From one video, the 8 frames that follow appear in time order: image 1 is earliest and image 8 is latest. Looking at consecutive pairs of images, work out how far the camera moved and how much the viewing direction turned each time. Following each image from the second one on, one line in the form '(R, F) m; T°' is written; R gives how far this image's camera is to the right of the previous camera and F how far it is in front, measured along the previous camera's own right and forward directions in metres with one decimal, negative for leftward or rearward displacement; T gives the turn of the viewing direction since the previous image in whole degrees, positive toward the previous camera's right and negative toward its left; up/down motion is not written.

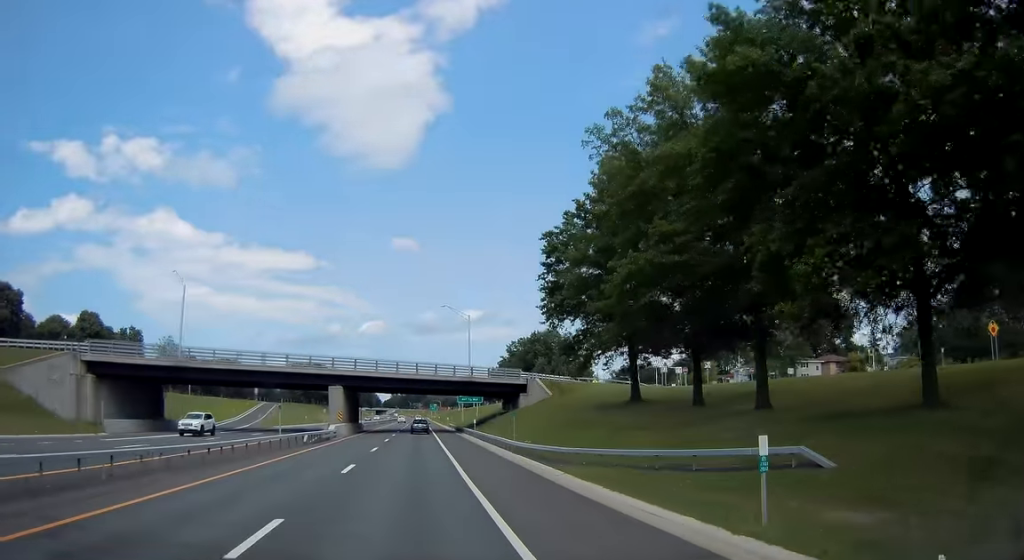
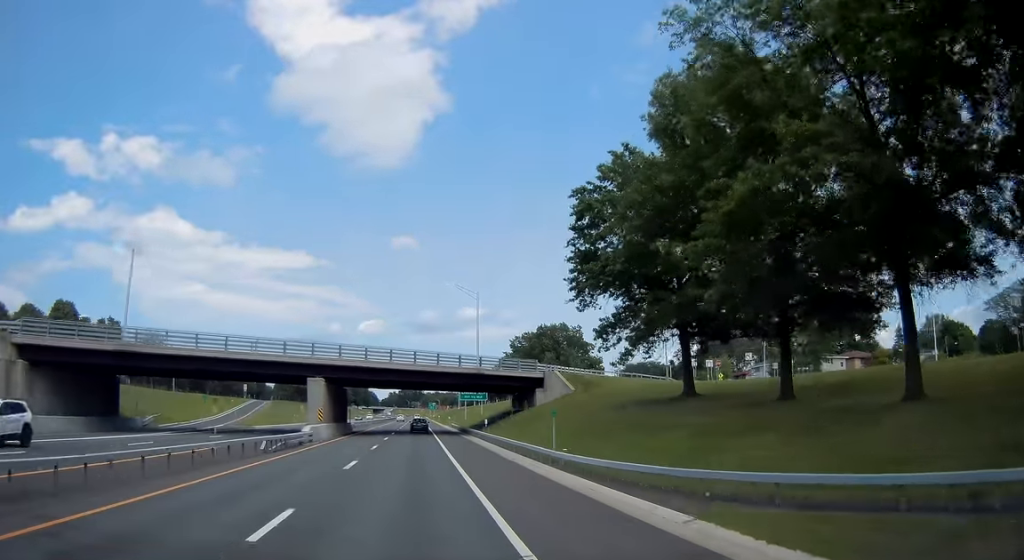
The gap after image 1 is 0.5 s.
(-0.3, +11.3) m; 0°
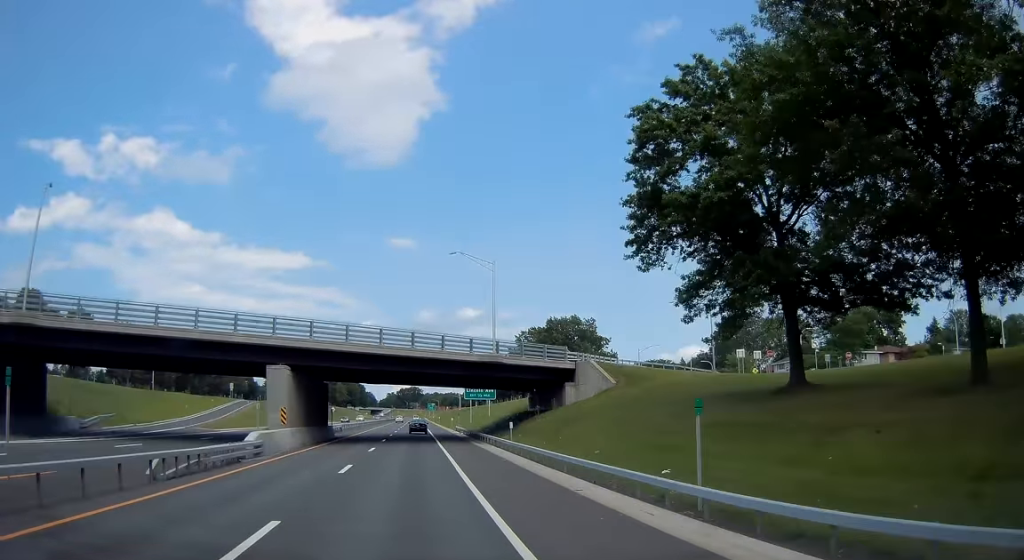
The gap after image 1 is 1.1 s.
(+0.3, +13.5) m; 0°
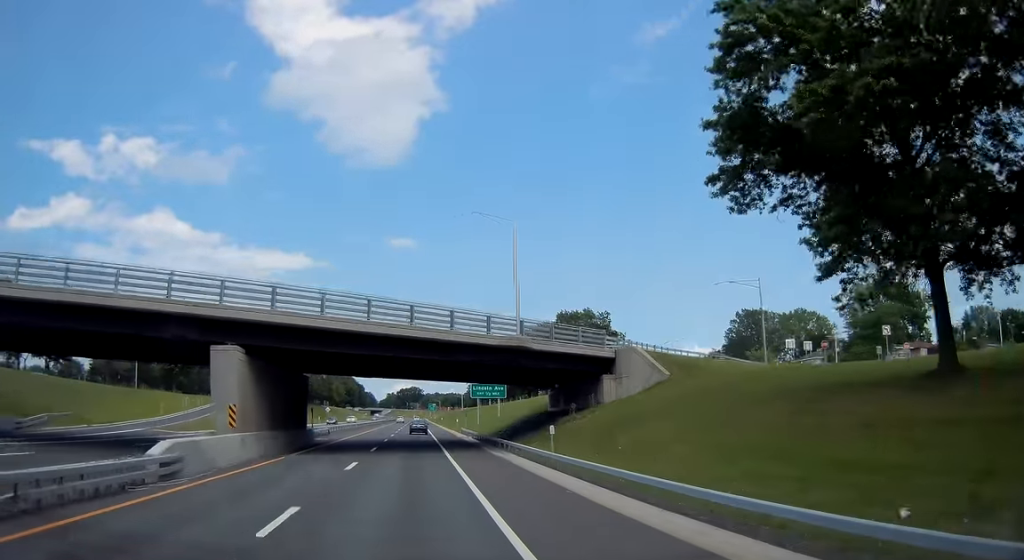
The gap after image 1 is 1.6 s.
(+0.1, +10.5) m; 0°
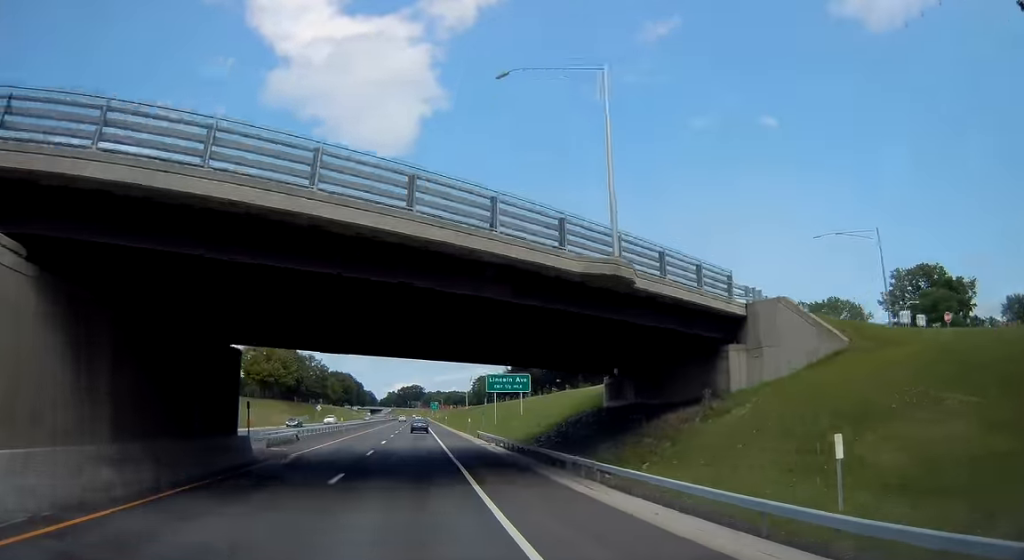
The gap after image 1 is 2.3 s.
(-0.2, +17.2) m; 0°
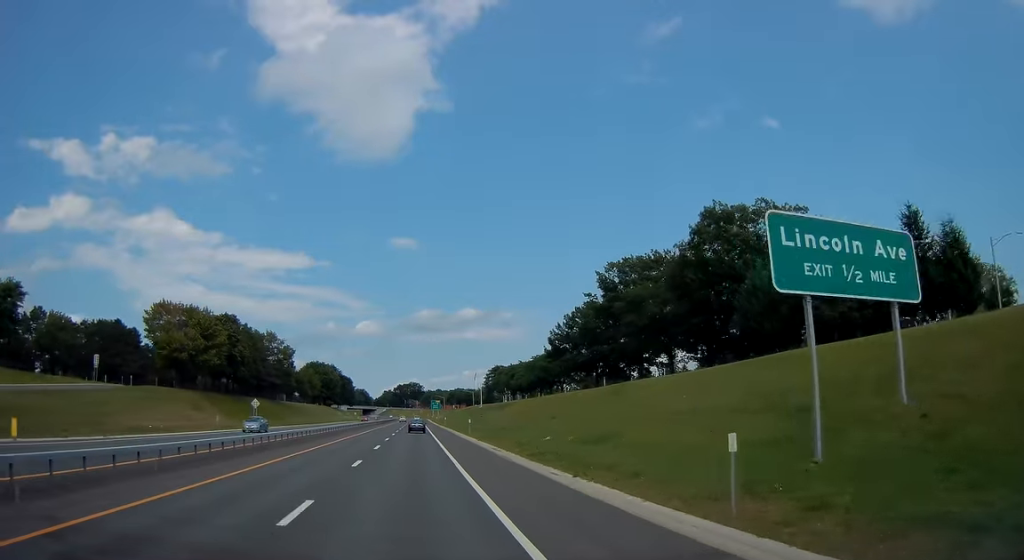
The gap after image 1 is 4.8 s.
(+0.5, +54.5) m; 0°
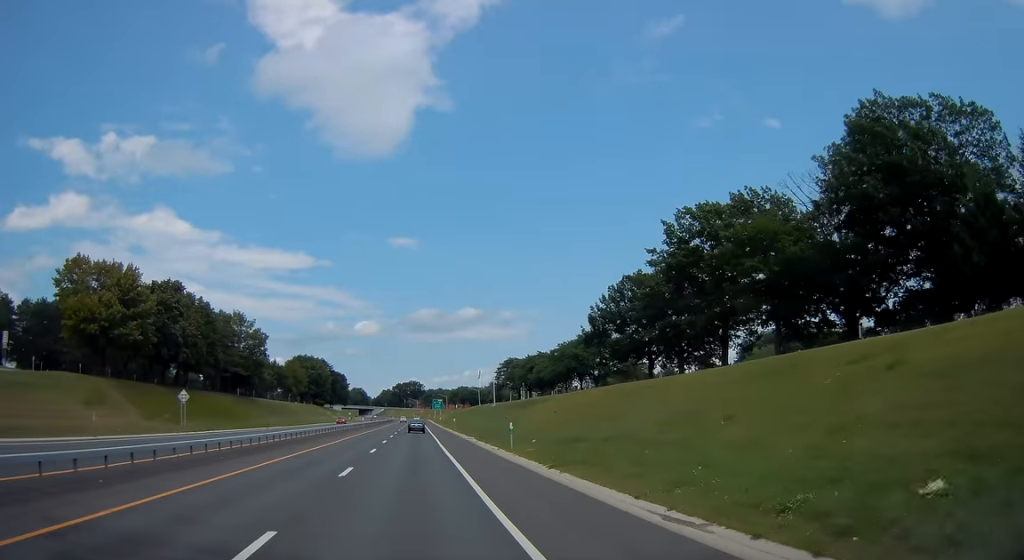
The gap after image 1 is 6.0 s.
(-0.1, +27.8) m; 0°
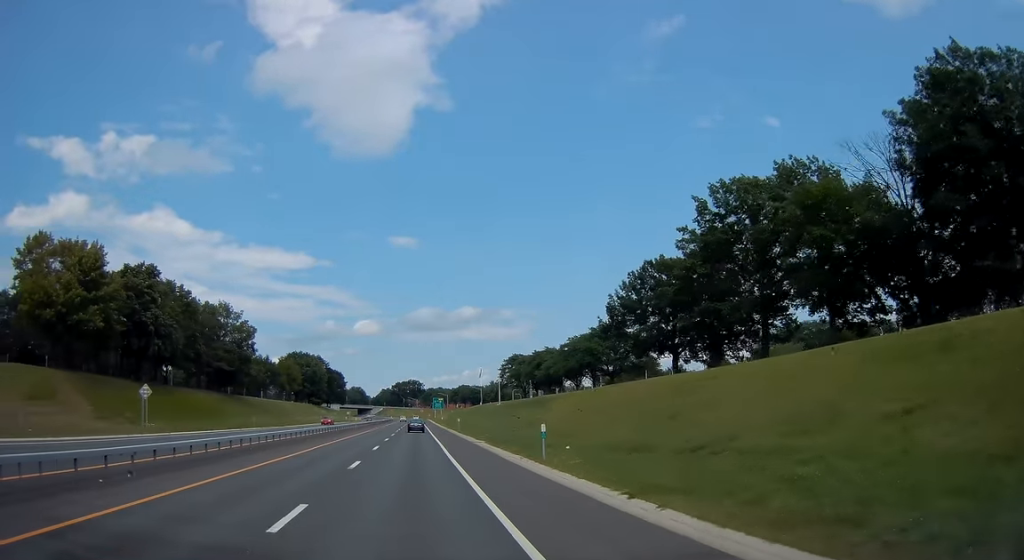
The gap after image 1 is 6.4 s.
(+0.1, +9.0) m; 0°
